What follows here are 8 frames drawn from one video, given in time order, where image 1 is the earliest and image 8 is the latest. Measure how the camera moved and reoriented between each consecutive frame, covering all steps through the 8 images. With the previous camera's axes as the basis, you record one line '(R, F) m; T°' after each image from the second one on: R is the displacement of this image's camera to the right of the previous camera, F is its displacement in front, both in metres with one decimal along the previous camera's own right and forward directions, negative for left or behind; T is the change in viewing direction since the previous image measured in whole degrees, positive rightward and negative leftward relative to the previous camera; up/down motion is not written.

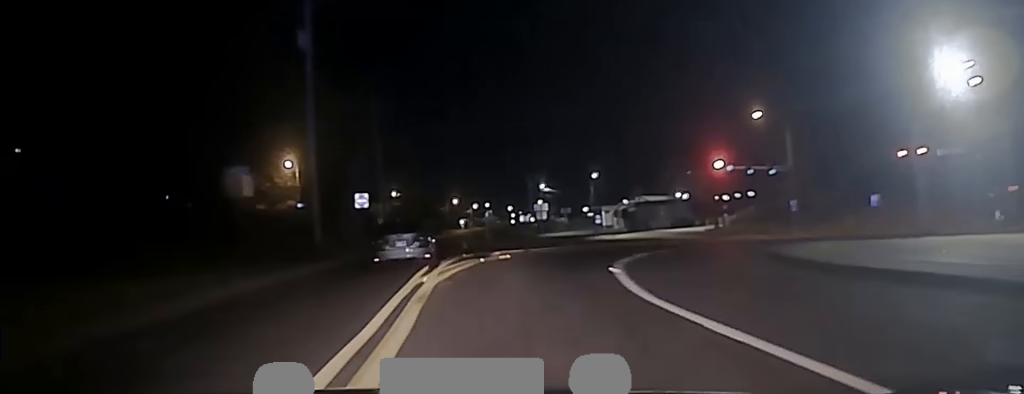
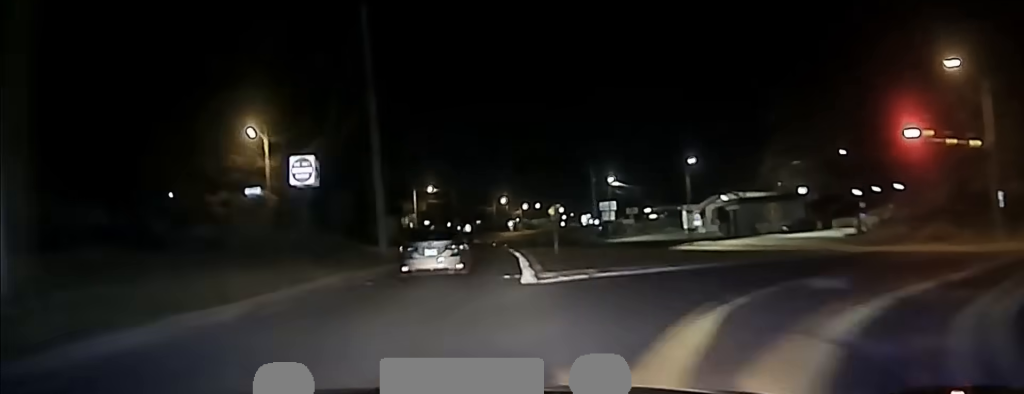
(-1.4, +31.7) m; -1°
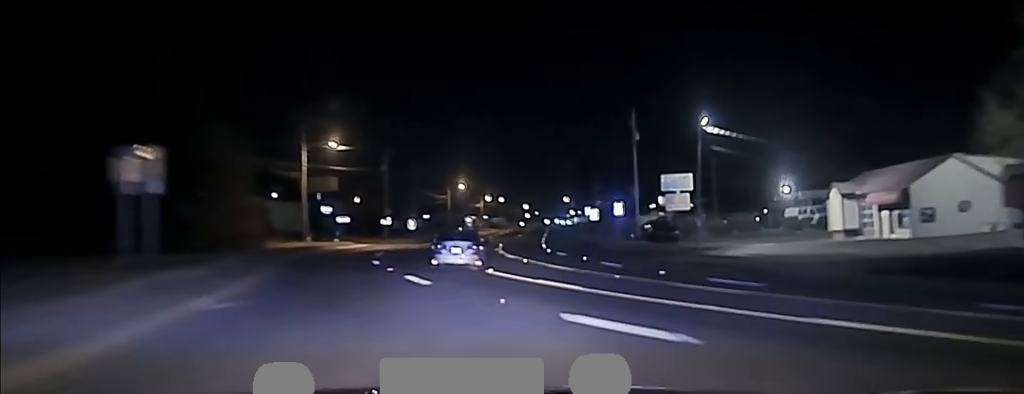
(+1.1, +68.5) m; +3°
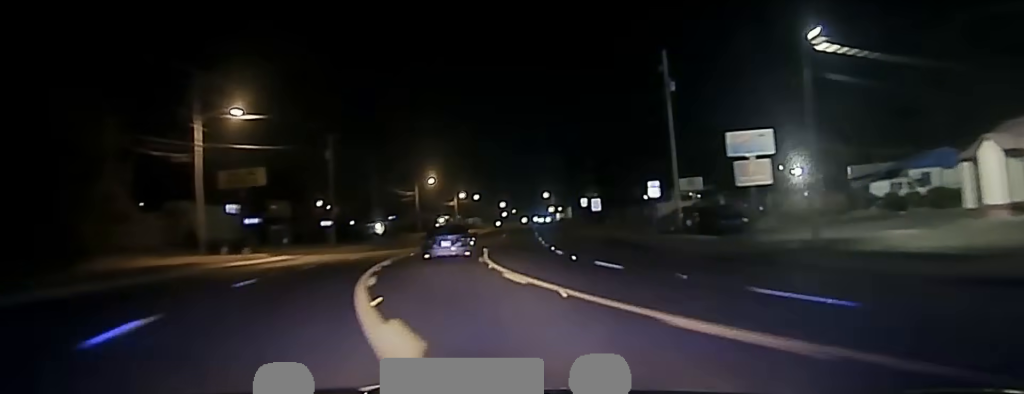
(+0.3, +22.3) m; +2°
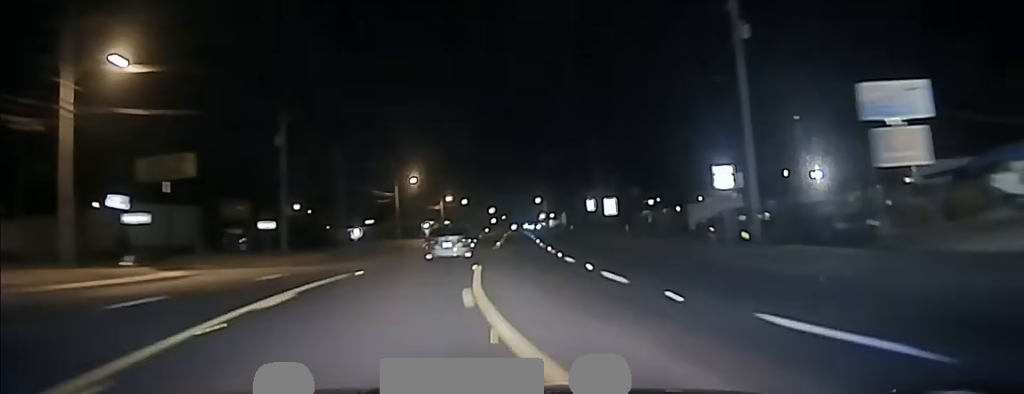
(+0.3, +17.4) m; +1°
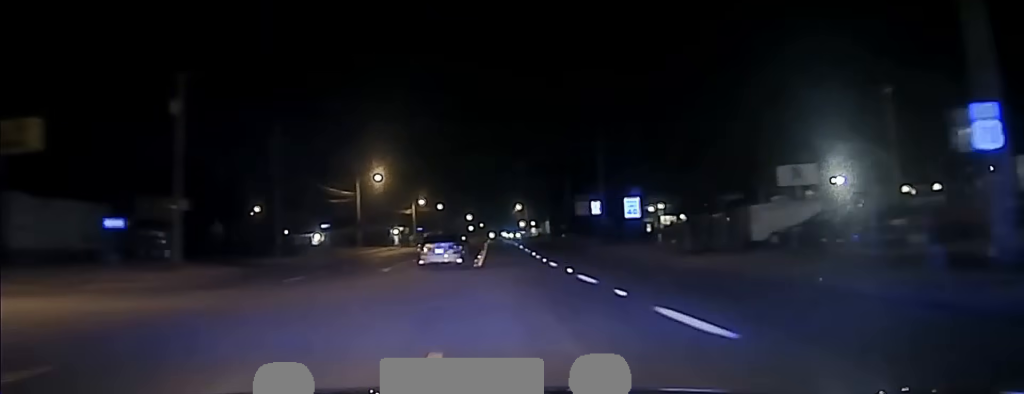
(+0.3, +22.0) m; +1°
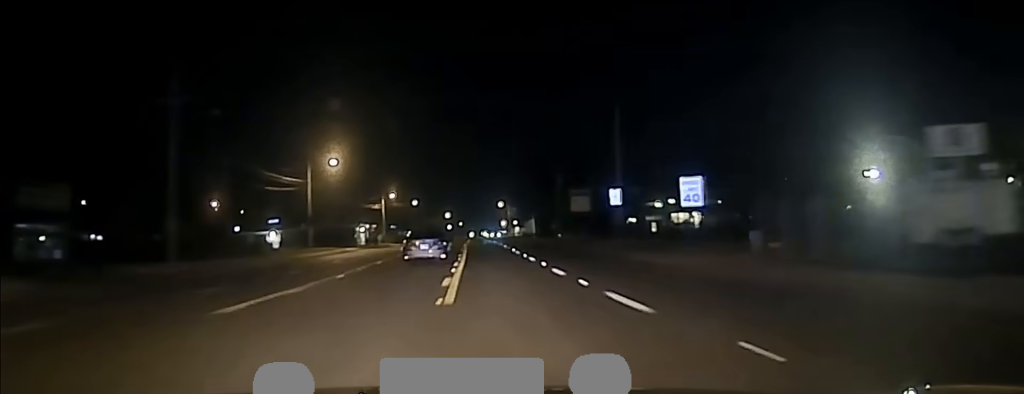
(+0.1, +21.9) m; +1°
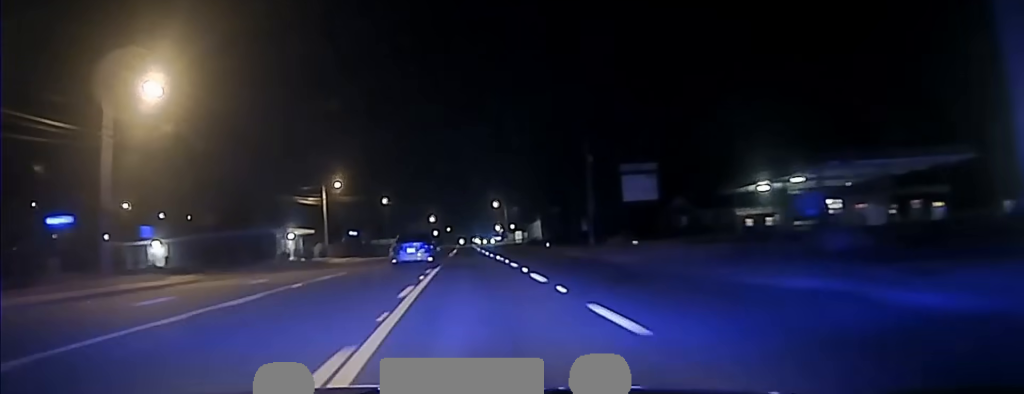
(+0.7, +51.6) m; 0°
